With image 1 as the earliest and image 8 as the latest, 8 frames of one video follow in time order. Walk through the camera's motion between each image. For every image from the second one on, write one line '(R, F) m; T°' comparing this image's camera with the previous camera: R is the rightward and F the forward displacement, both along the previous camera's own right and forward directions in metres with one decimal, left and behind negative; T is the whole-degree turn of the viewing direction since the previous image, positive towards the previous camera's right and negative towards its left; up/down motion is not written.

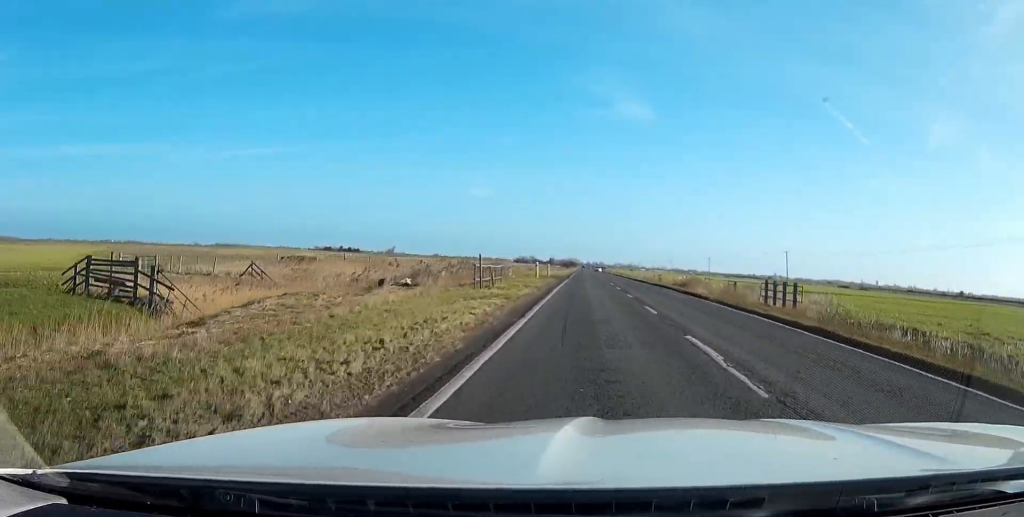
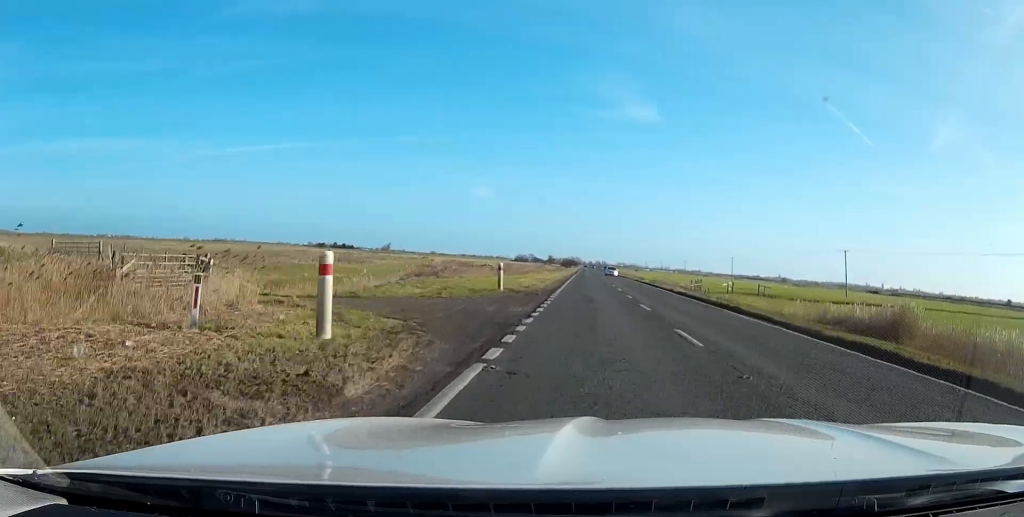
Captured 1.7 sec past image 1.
(-0.1, +43.7) m; 0°
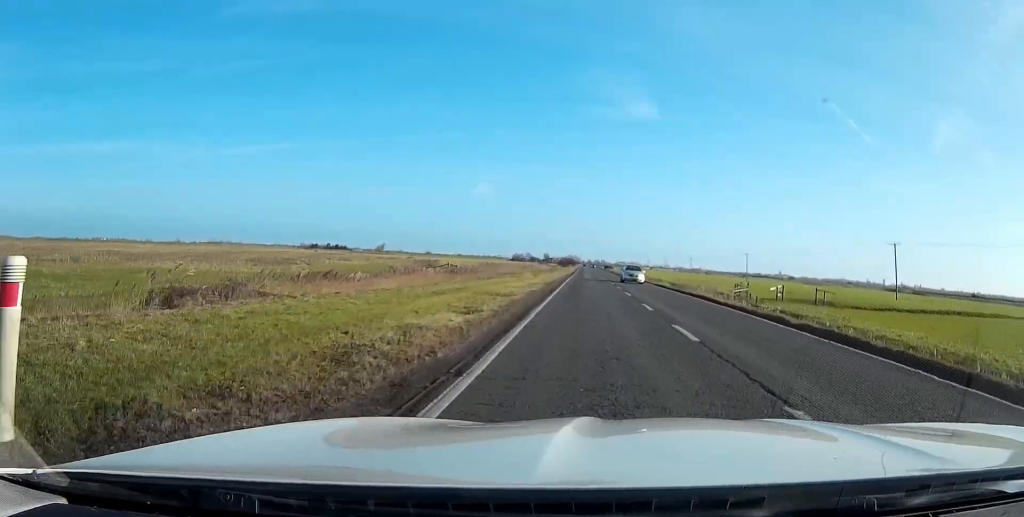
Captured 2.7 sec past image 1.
(0.0, +26.6) m; 0°
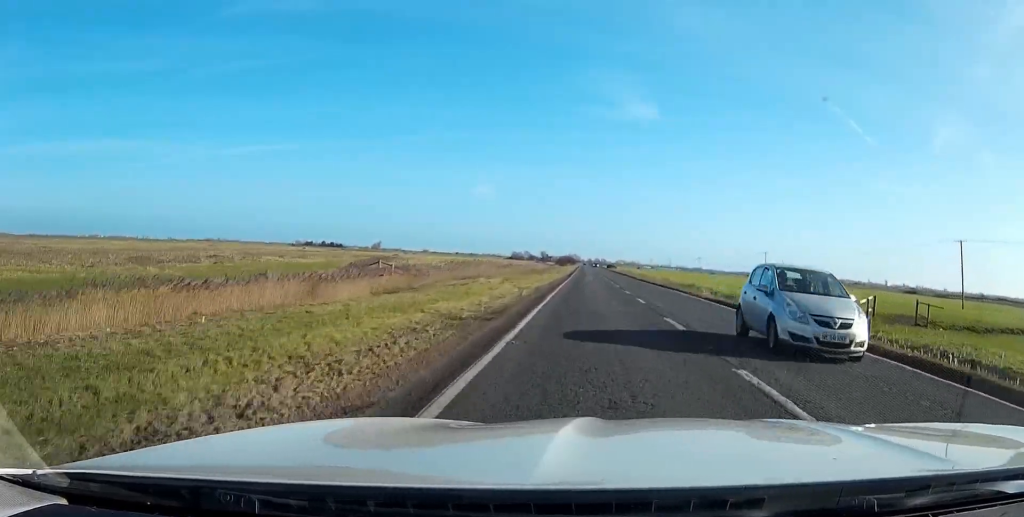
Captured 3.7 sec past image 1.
(+0.1, +24.9) m; 0°
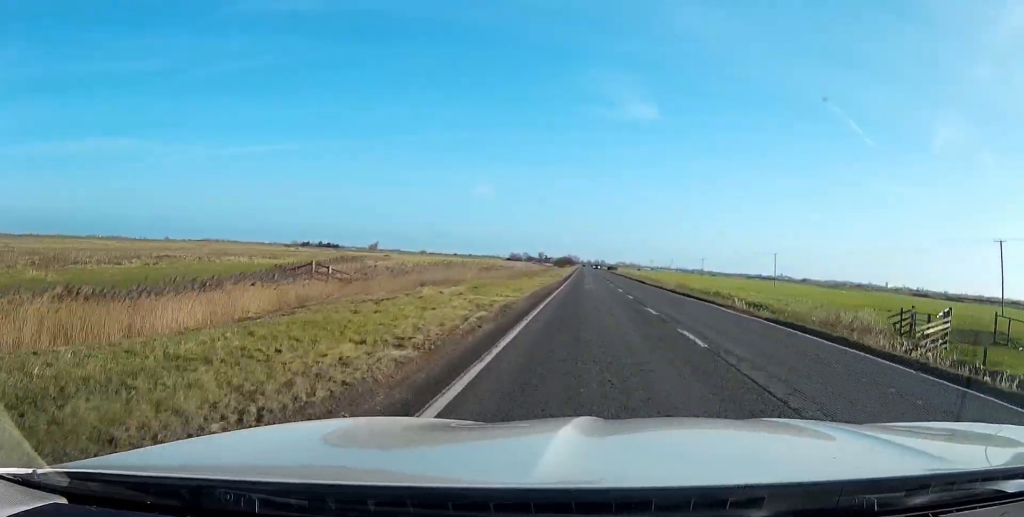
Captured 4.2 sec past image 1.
(0.0, +12.0) m; 0°
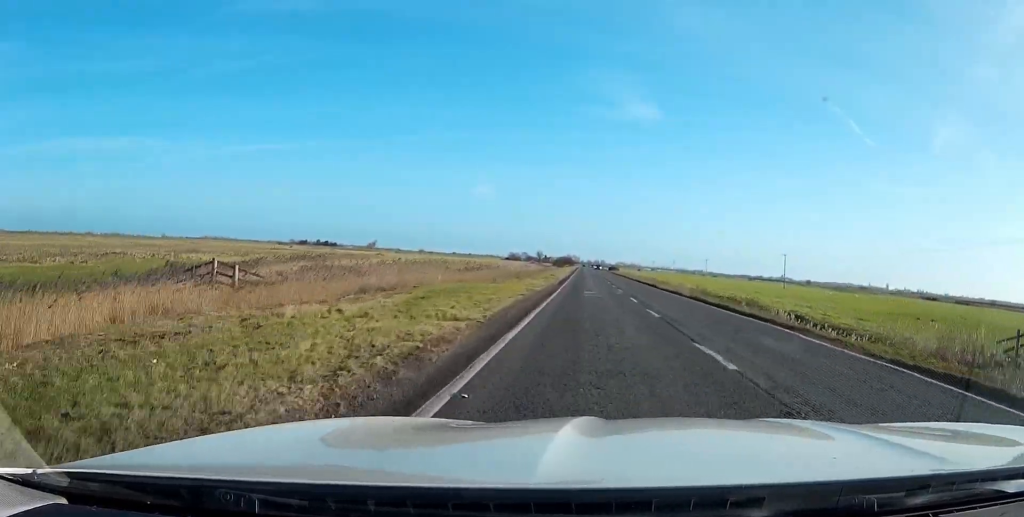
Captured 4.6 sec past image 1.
(0.0, +10.3) m; 0°
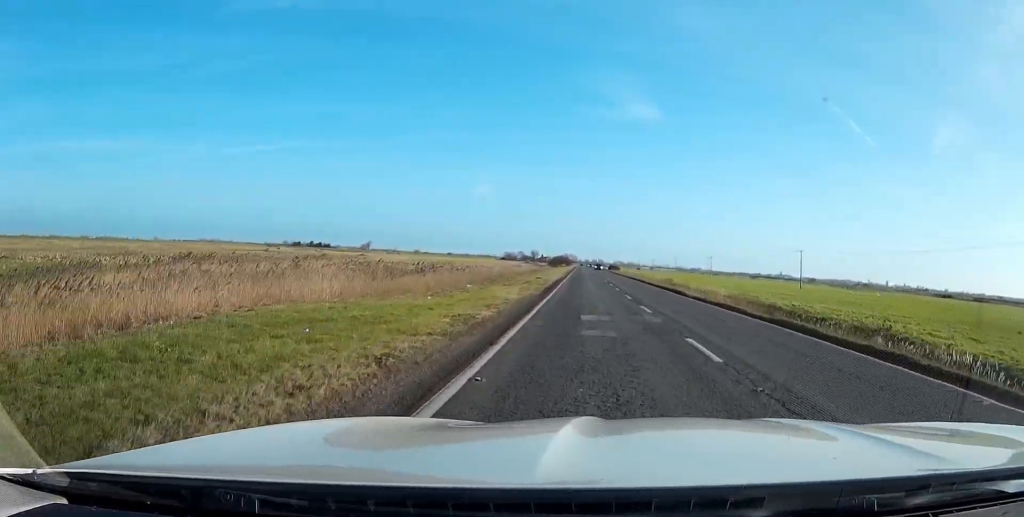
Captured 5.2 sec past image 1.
(0.0, +17.2) m; 0°
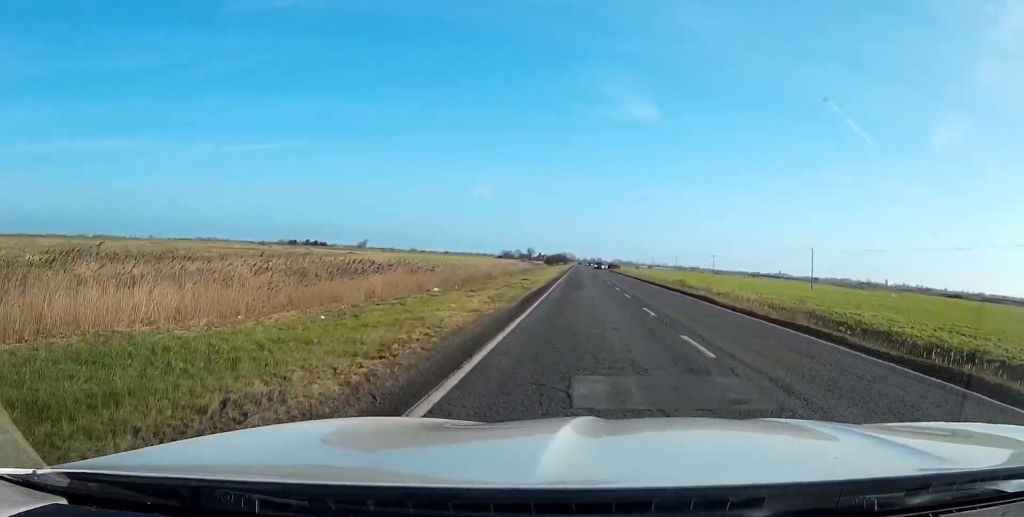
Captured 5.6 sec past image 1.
(0.0, +10.3) m; 0°
